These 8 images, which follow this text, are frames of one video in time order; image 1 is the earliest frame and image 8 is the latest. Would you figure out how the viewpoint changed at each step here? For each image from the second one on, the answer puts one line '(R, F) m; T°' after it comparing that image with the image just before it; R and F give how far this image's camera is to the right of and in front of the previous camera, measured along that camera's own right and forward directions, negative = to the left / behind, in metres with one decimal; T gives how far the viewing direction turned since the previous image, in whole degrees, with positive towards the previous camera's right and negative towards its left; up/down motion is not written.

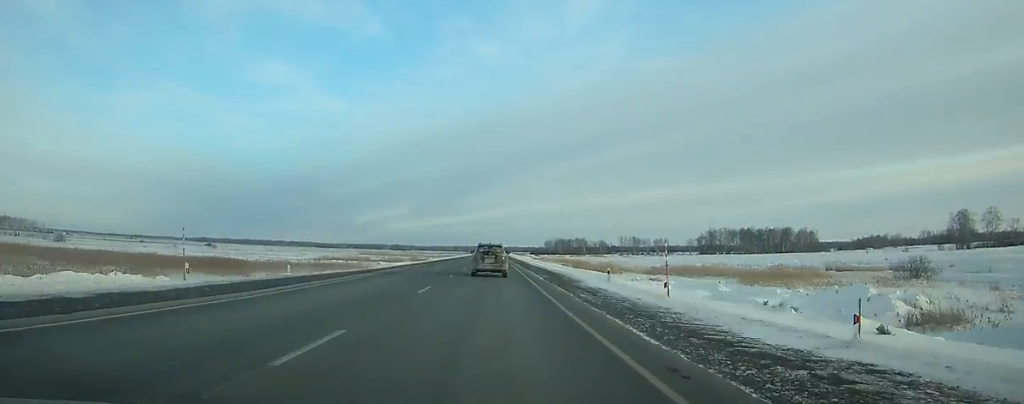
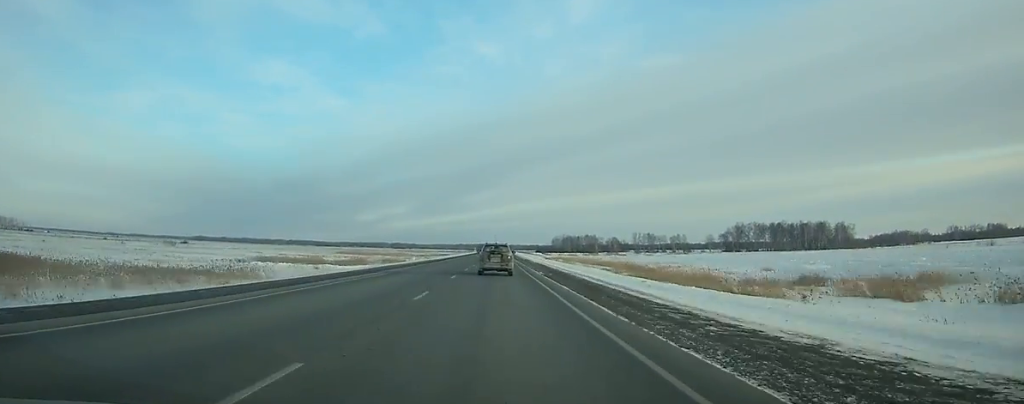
(-0.1, +51.4) m; 0°
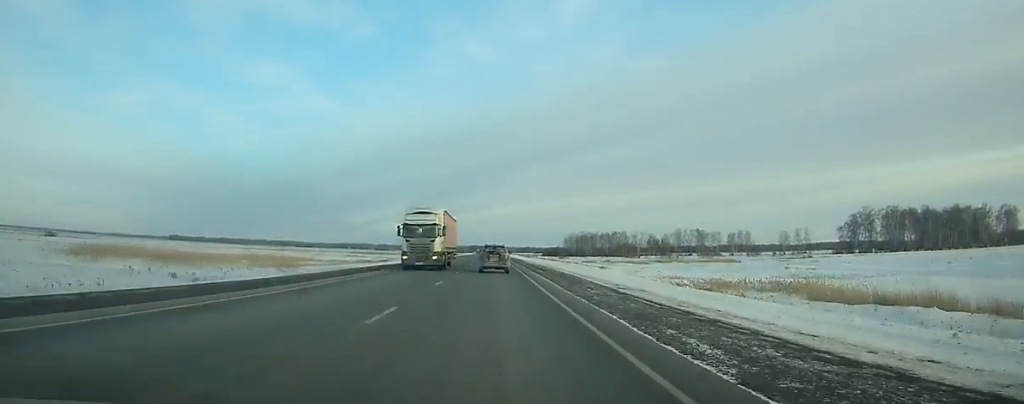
(+0.3, +160.7) m; 0°
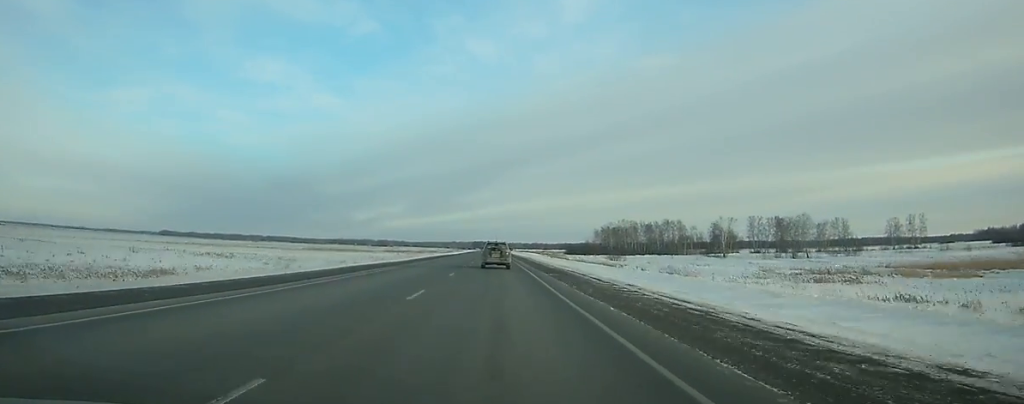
(0.0, +116.0) m; 0°
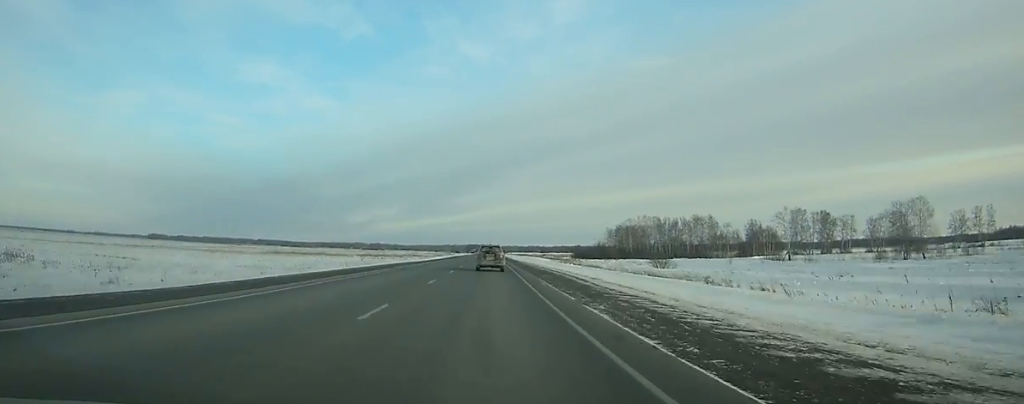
(0.0, +50.9) m; 0°
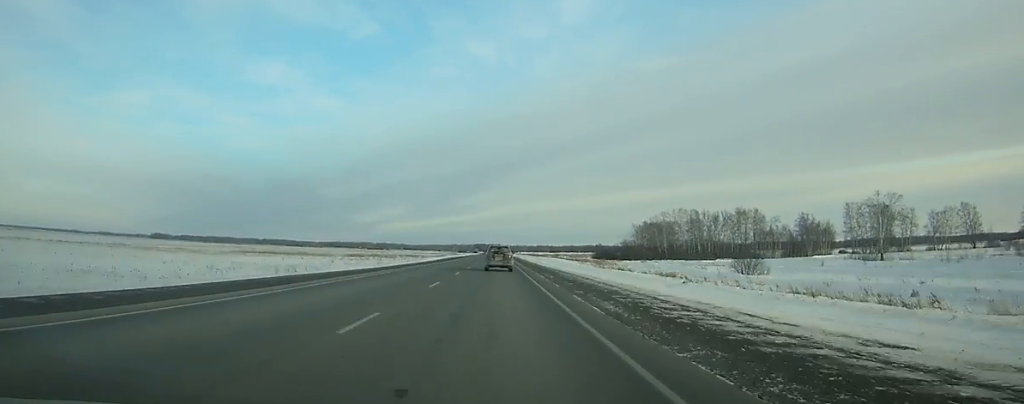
(+0.1, +38.2) m; 0°
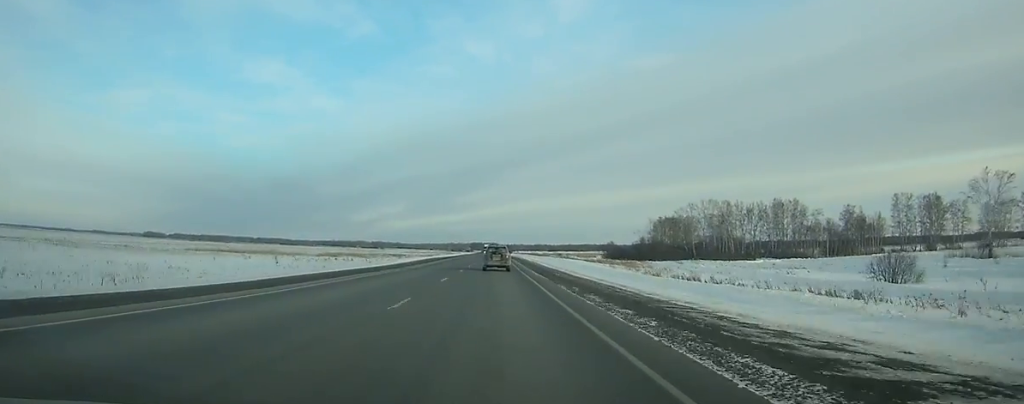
(-0.2, +33.4) m; 0°
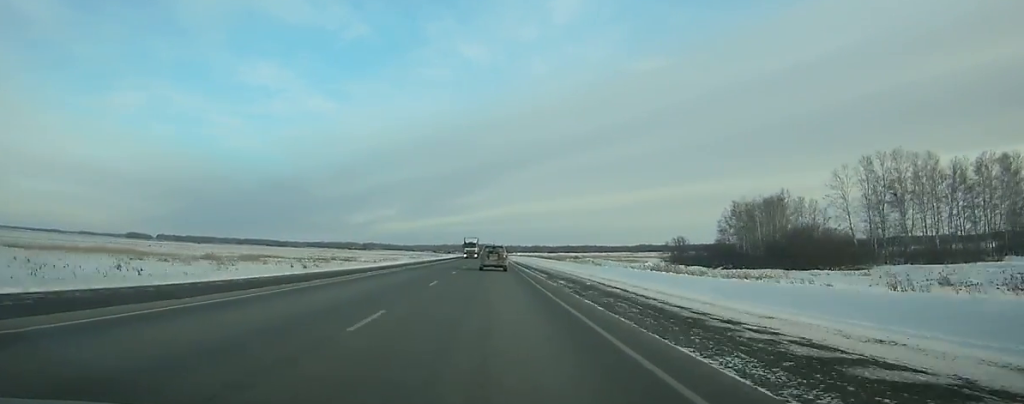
(-0.1, +87.3) m; 0°
